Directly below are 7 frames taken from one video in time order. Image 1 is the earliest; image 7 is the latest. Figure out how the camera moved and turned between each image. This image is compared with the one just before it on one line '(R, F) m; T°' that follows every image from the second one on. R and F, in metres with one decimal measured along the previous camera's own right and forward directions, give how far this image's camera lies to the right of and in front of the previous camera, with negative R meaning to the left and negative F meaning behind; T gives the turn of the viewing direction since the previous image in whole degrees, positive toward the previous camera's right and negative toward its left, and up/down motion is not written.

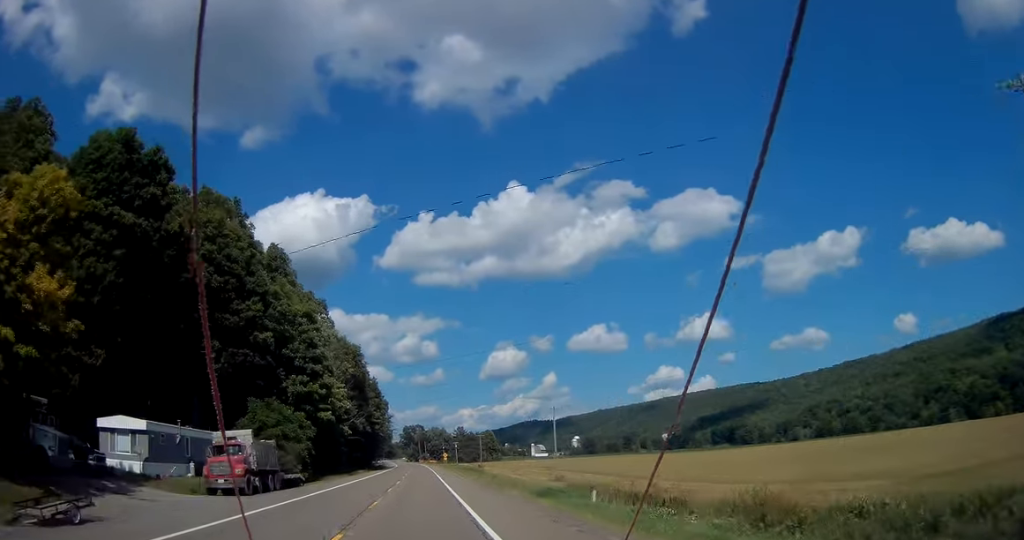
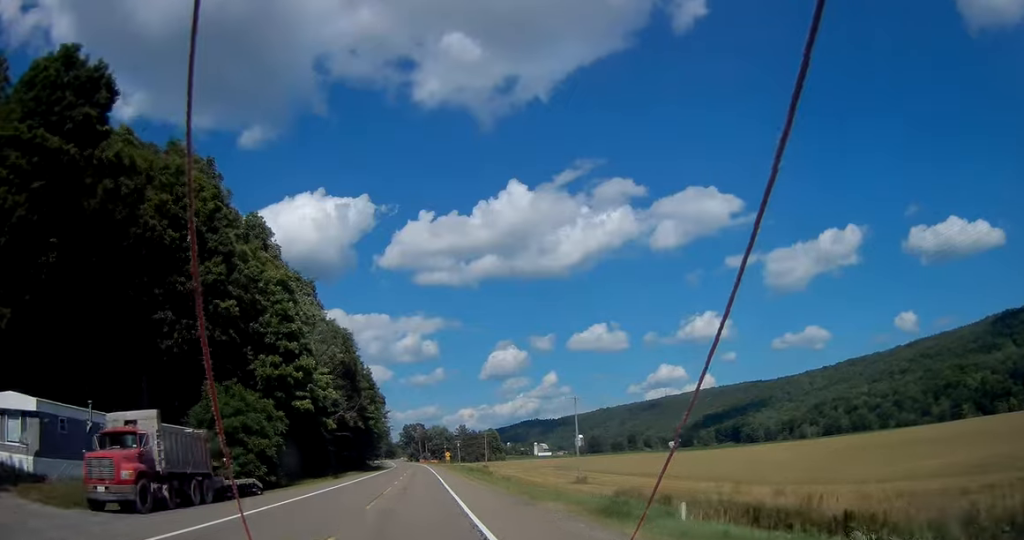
(0.0, +13.0) m; 0°
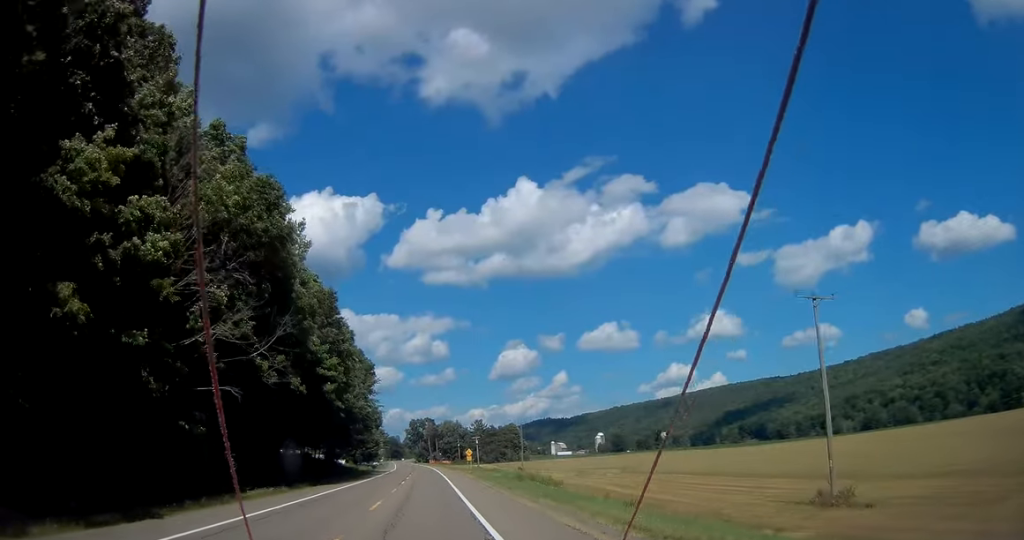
(-0.2, +49.0) m; -1°
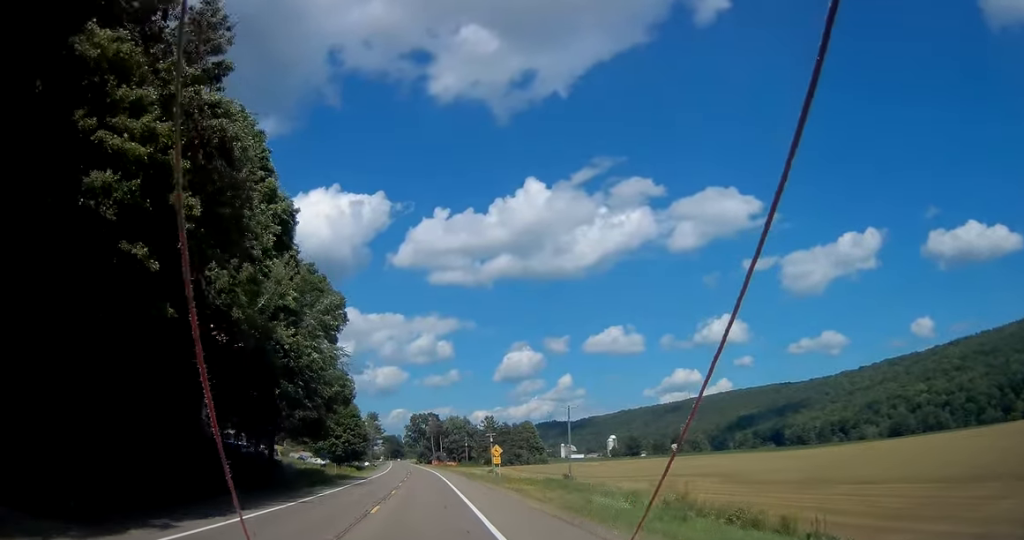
(0.0, +38.1) m; 0°
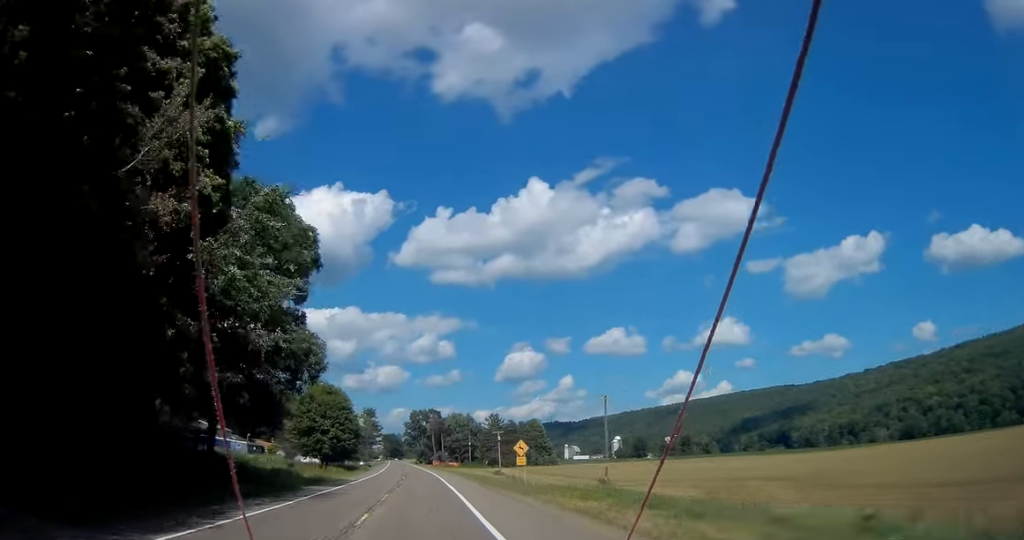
(0.0, +16.5) m; 0°
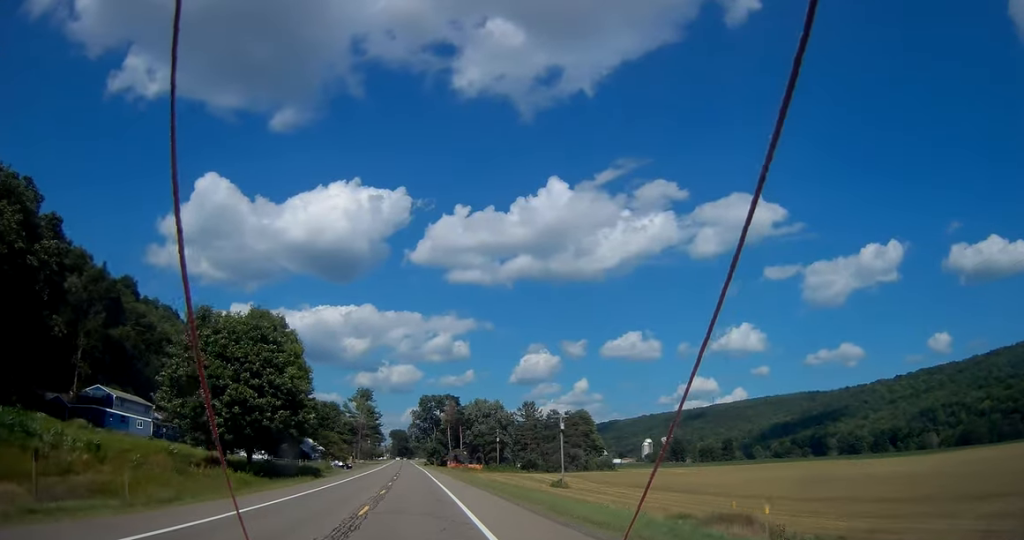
(-0.4, +59.1) m; -1°
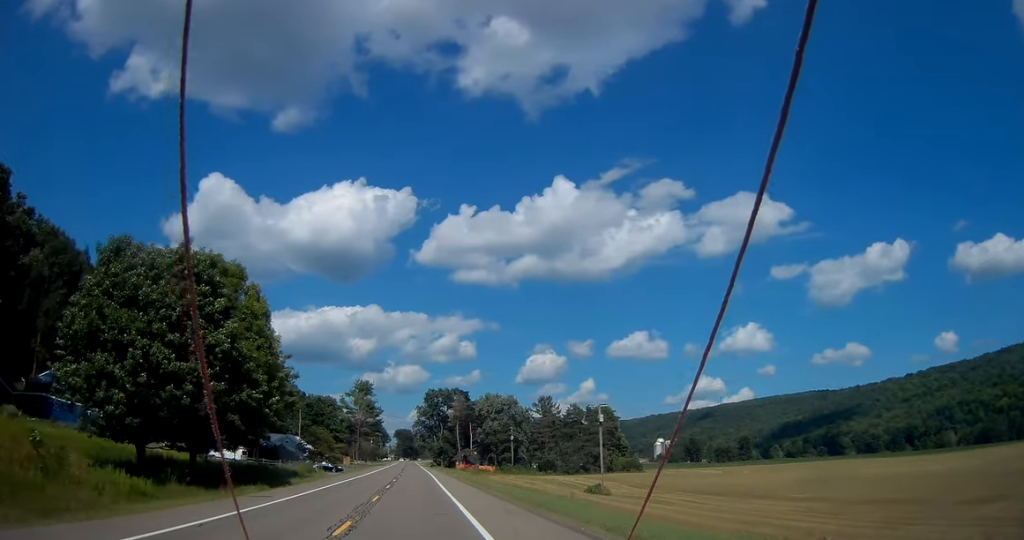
(-0.1, +17.5) m; 0°
